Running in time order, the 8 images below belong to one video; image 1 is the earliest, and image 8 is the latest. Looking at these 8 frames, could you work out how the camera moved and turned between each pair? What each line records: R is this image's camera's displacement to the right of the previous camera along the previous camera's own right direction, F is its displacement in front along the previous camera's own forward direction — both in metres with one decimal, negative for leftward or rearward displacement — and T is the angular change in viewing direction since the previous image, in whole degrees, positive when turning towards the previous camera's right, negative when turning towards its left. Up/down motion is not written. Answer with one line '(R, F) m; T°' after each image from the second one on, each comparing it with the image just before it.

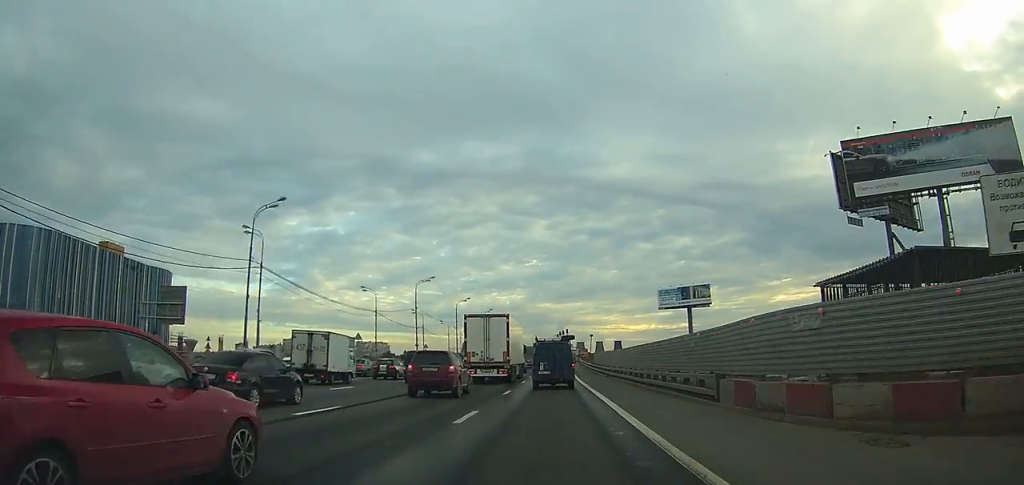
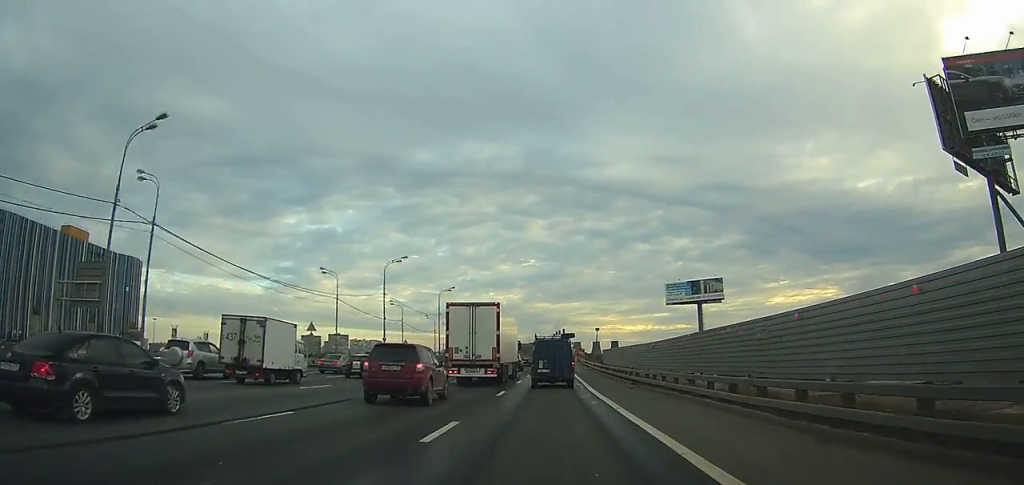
(0.0, +13.5) m; 0°
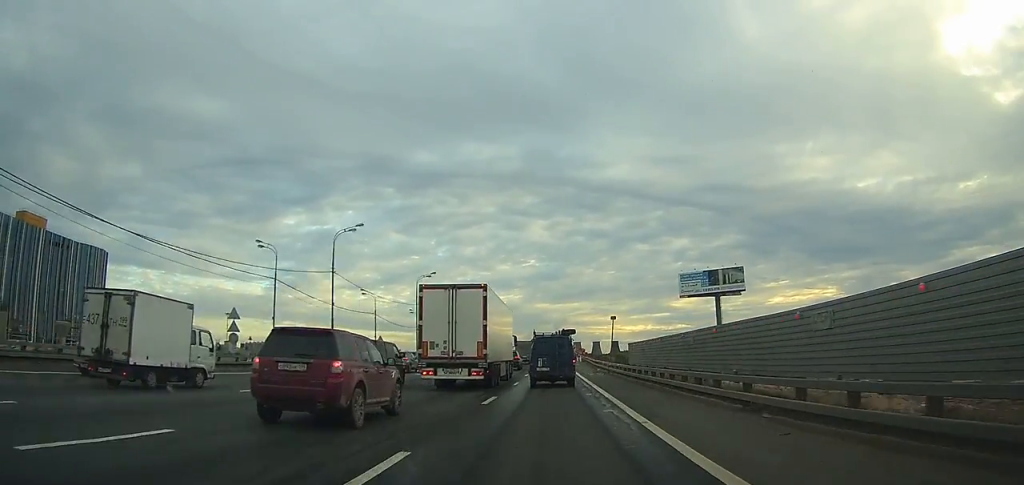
(0.0, +15.6) m; +1°
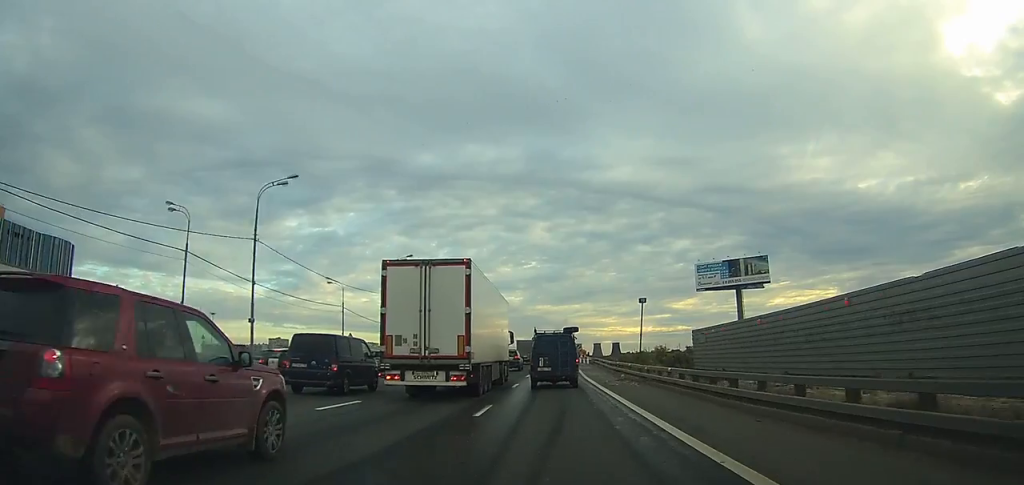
(+0.2, +15.2) m; 0°
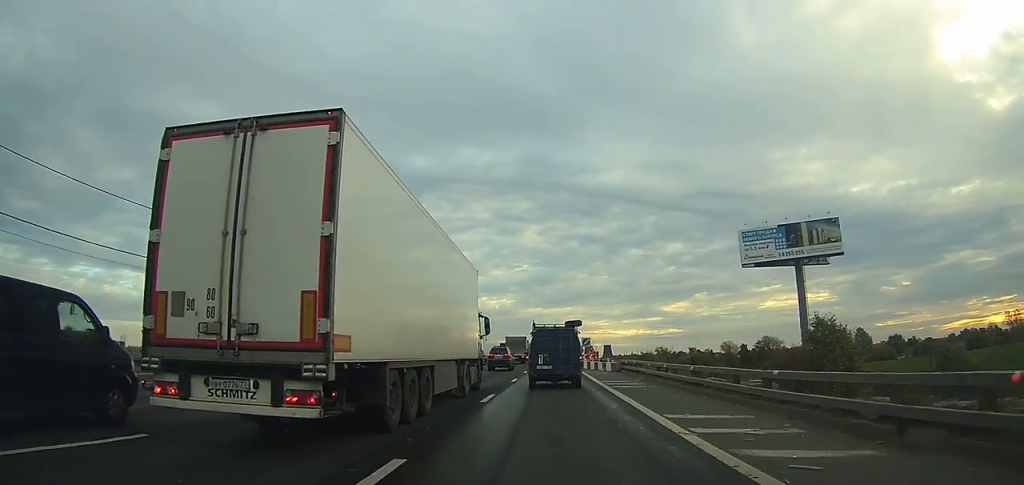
(-0.2, +36.2) m; -1°
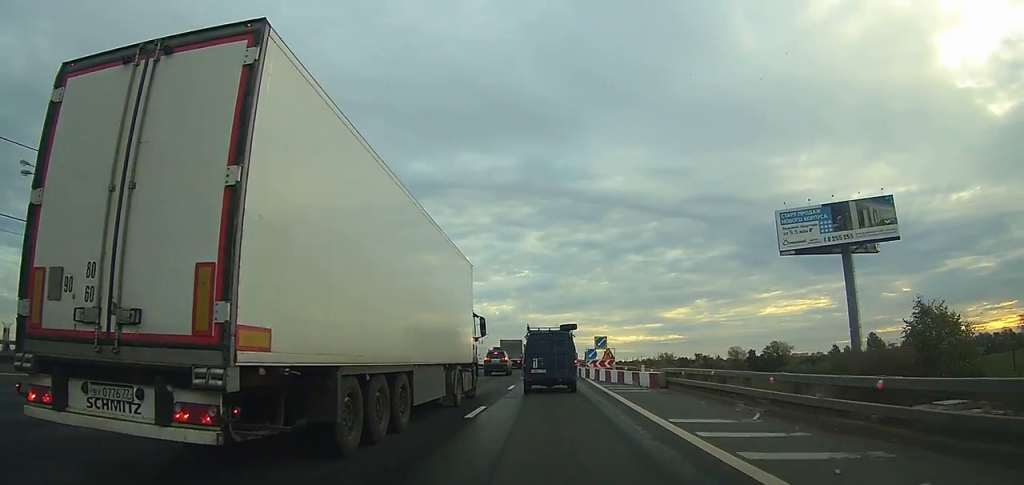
(0.0, +16.1) m; 0°
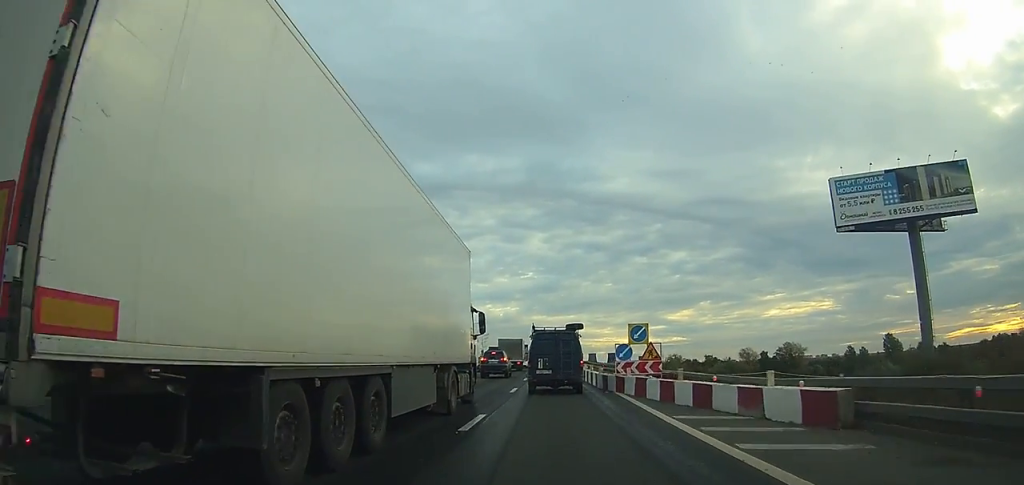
(0.0, +15.0) m; 0°
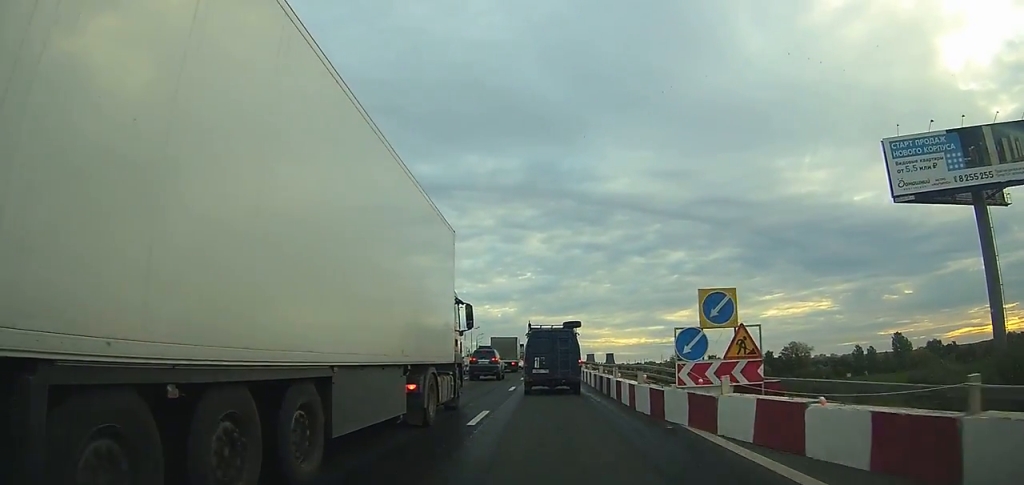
(0.0, +11.4) m; 0°
